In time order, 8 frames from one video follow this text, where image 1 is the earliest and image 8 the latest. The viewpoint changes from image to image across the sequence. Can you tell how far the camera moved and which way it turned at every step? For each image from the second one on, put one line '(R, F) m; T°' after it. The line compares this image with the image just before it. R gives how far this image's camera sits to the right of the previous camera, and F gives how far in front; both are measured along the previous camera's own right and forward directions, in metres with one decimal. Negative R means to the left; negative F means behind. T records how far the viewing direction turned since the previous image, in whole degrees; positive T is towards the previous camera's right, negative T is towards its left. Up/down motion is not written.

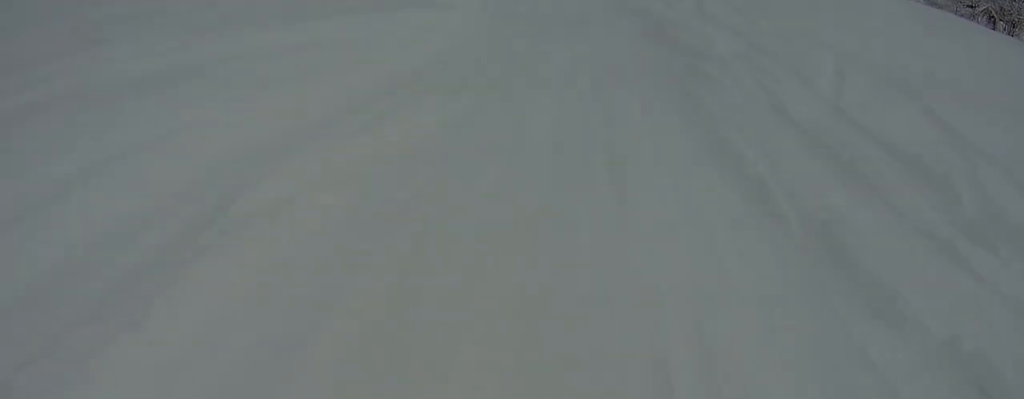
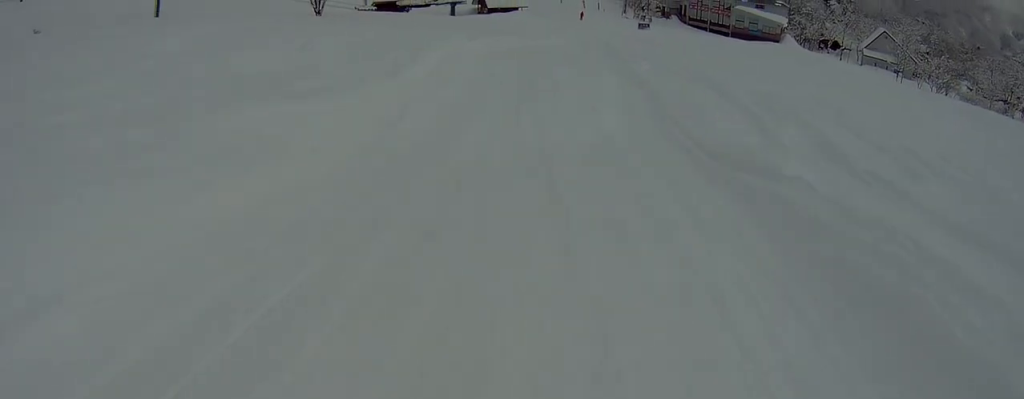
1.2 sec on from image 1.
(+1.9, +11.4) m; +7°
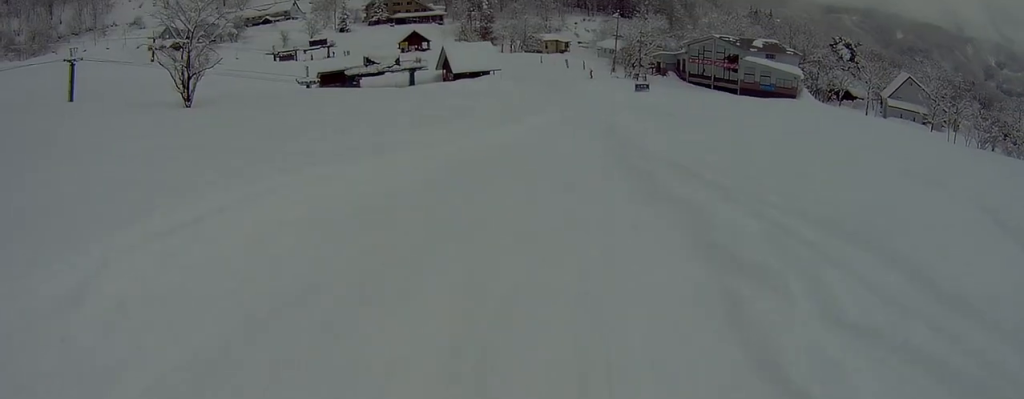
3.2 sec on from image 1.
(-2.1, +19.2) m; -4°
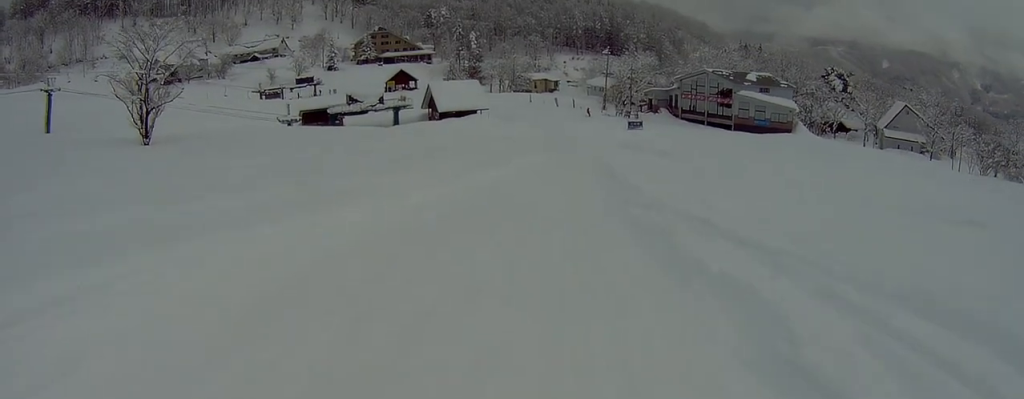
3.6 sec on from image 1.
(+0.4, +3.6) m; +4°
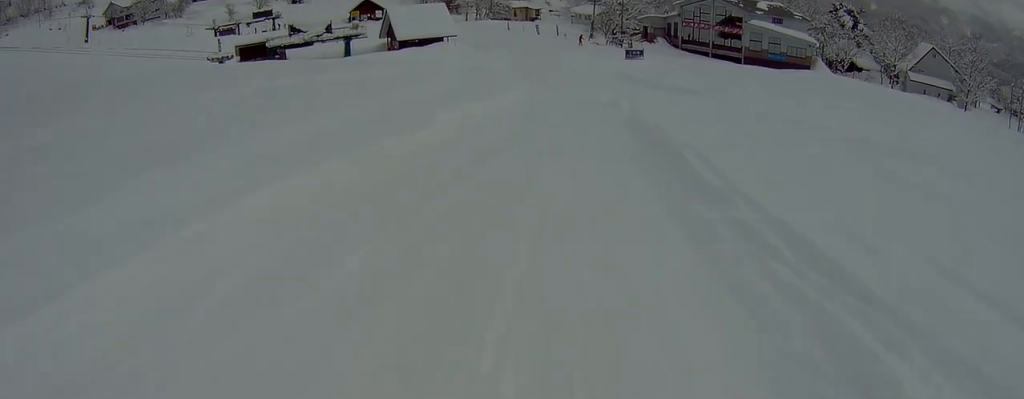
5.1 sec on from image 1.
(+0.2, +12.7) m; -8°
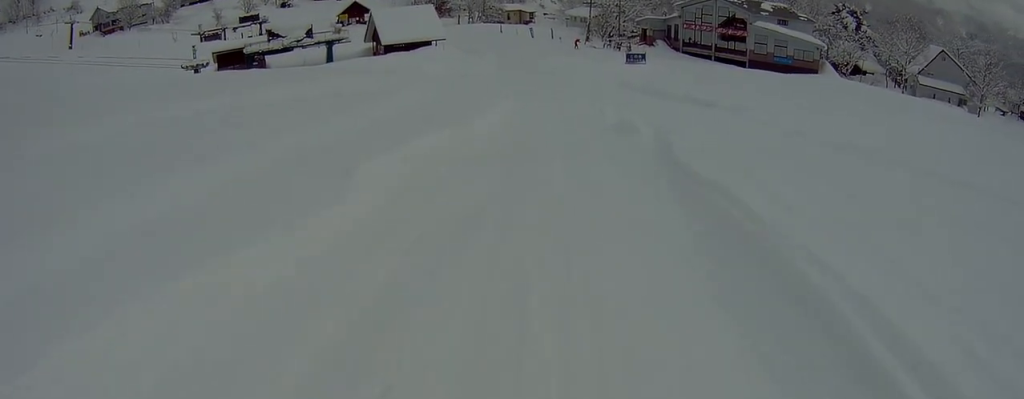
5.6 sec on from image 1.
(-0.8, +4.1) m; 0°
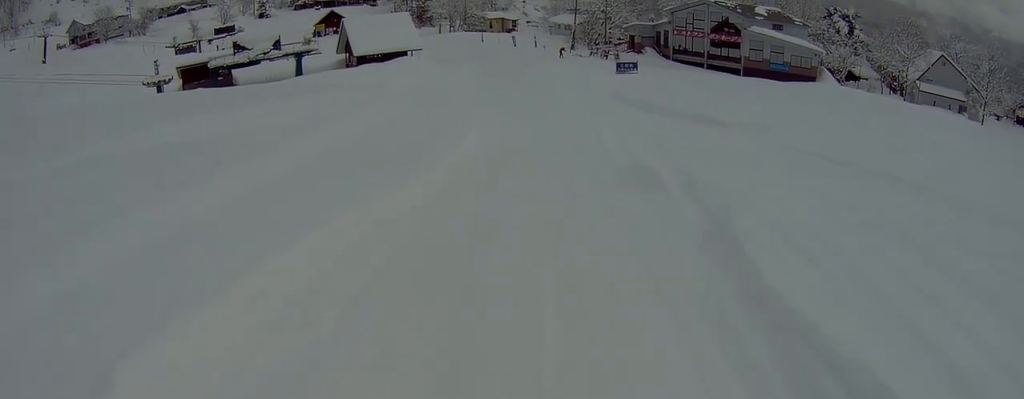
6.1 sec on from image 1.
(-0.3, +4.2) m; +2°
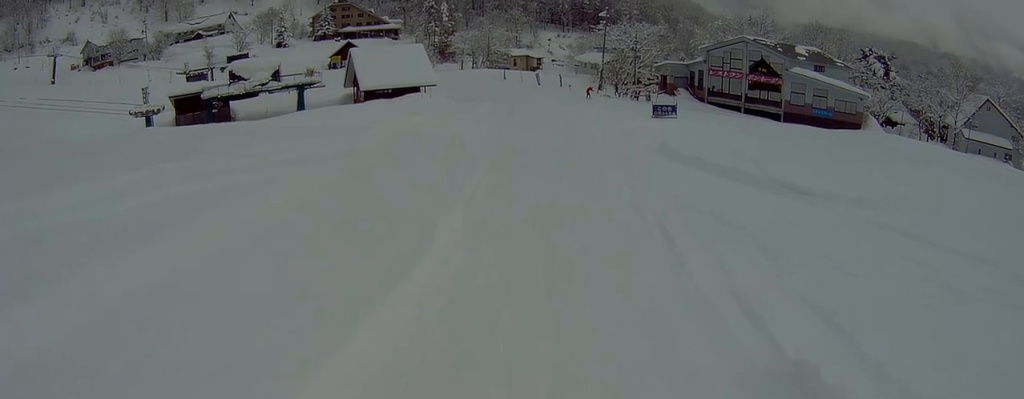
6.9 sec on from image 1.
(+1.0, +6.2) m; +8°
